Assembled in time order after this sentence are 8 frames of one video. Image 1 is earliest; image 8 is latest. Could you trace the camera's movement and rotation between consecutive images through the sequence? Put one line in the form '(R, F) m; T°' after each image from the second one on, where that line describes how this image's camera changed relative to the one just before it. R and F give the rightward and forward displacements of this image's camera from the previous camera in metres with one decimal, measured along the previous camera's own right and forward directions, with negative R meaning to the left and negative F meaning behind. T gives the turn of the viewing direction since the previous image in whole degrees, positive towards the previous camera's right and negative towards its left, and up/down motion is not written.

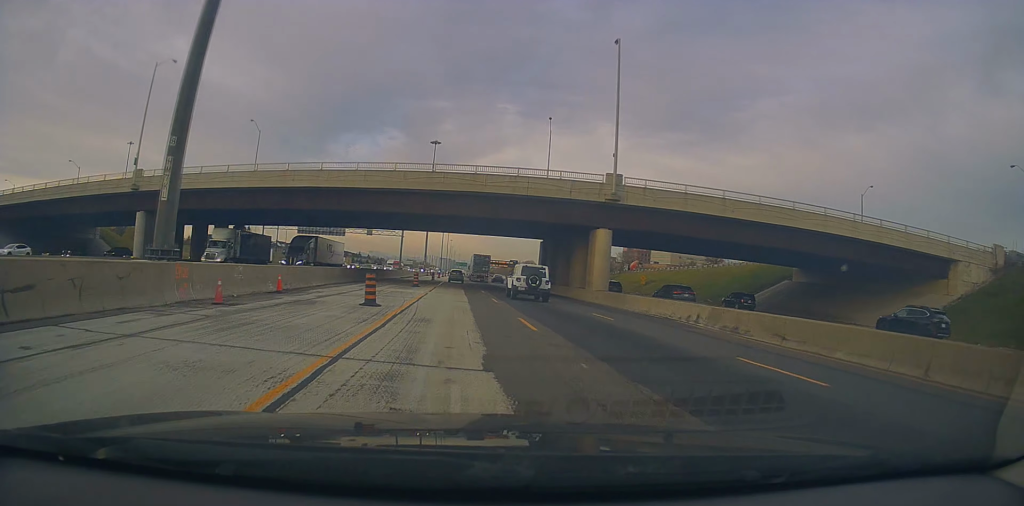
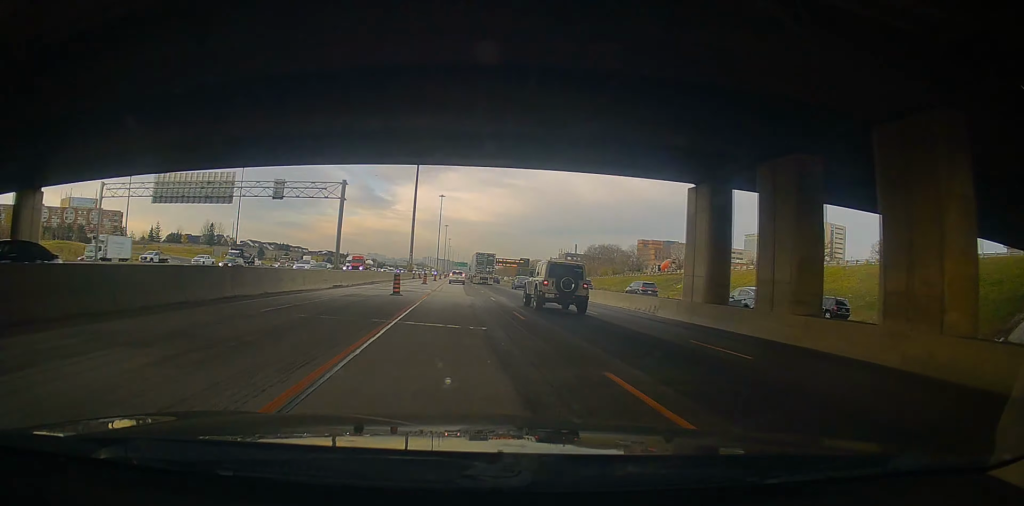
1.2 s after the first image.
(+0.2, +44.0) m; 0°
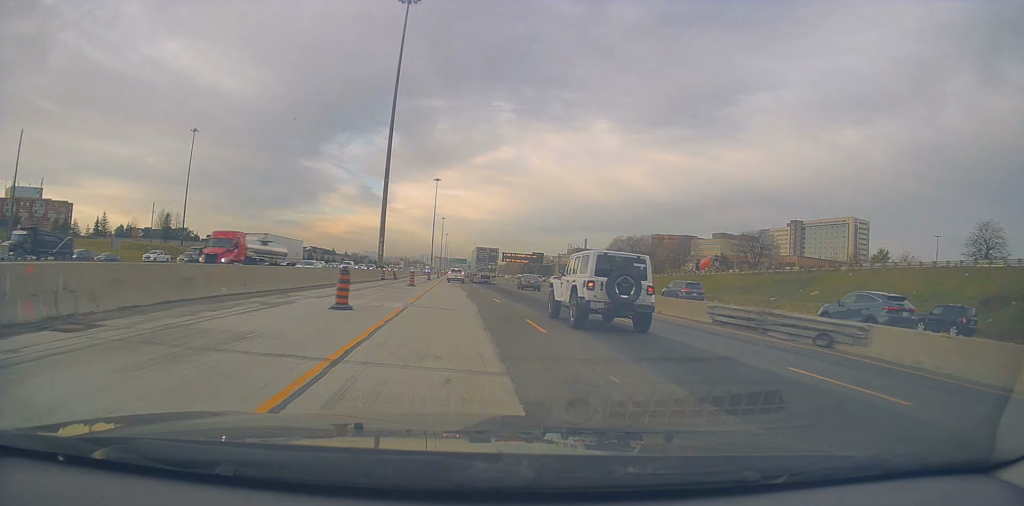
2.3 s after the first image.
(-0.1, +41.0) m; +1°
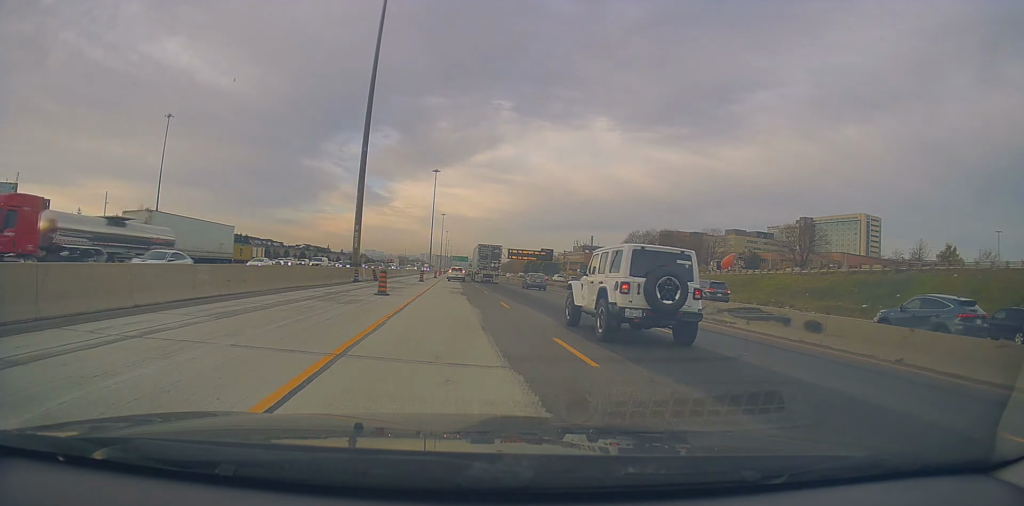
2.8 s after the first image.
(-0.1, +17.2) m; 0°
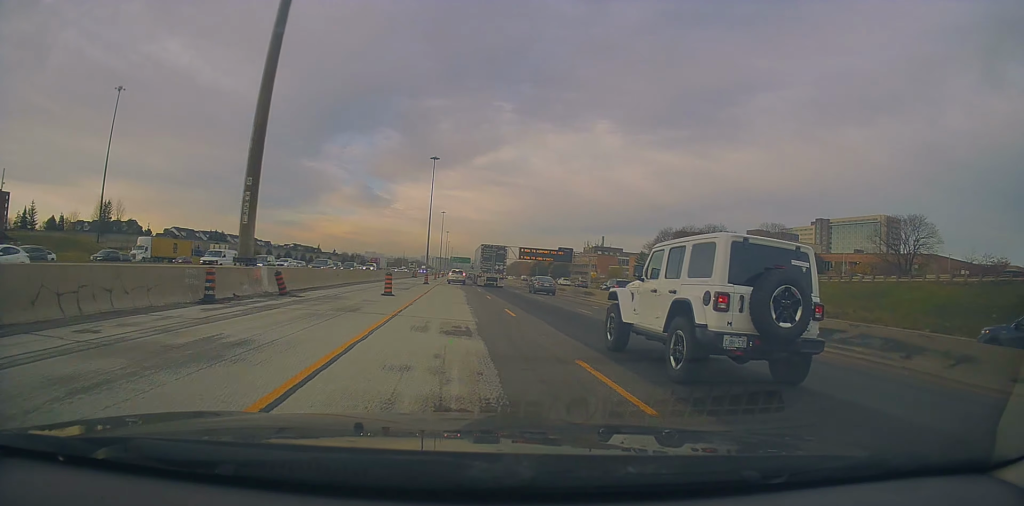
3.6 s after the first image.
(+0.7, +26.9) m; -1°
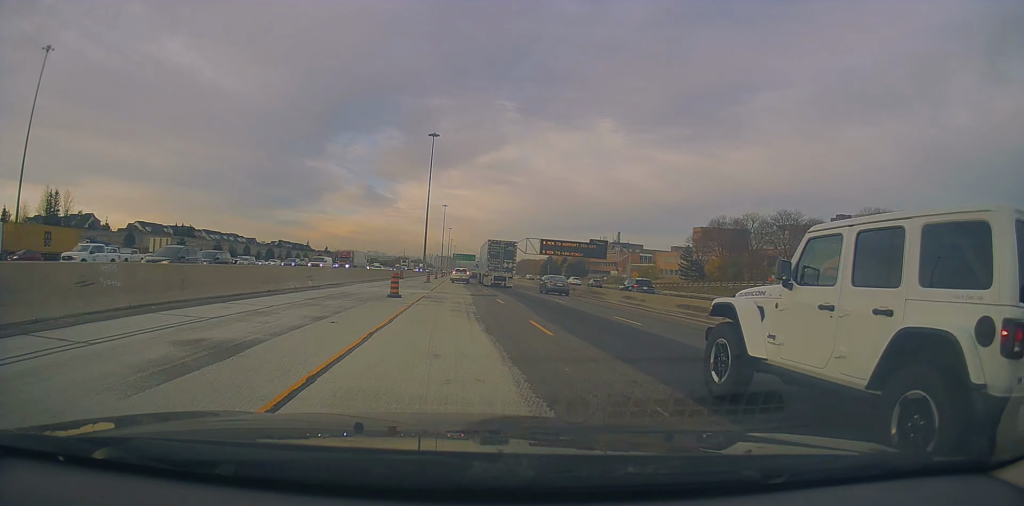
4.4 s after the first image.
(-0.8, +29.6) m; -1°
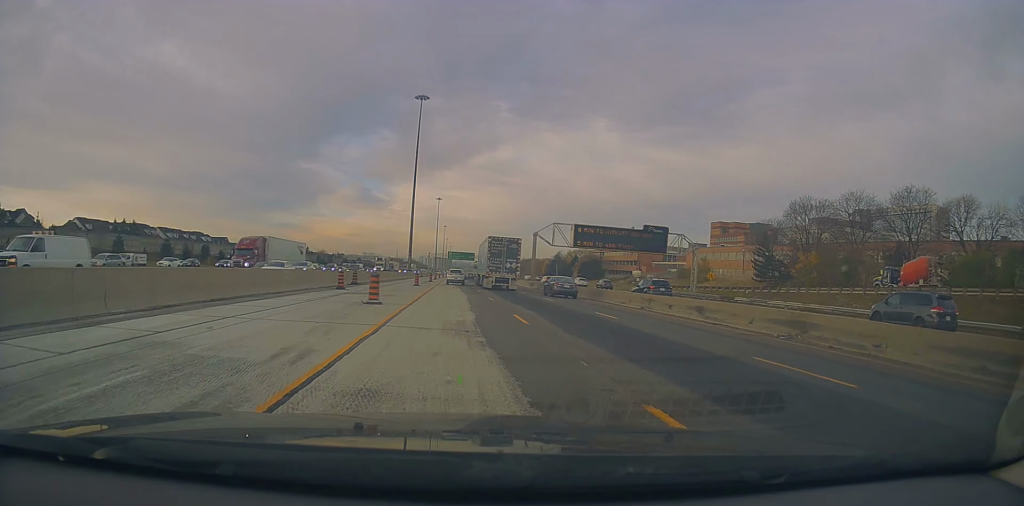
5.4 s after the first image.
(+0.1, +34.2) m; +1°
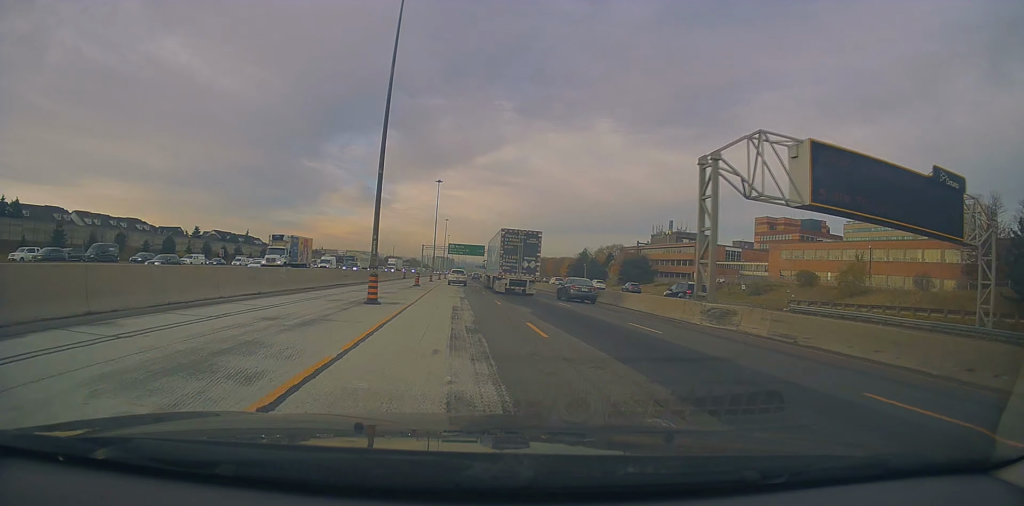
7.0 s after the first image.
(+0.6, +51.3) m; +1°
